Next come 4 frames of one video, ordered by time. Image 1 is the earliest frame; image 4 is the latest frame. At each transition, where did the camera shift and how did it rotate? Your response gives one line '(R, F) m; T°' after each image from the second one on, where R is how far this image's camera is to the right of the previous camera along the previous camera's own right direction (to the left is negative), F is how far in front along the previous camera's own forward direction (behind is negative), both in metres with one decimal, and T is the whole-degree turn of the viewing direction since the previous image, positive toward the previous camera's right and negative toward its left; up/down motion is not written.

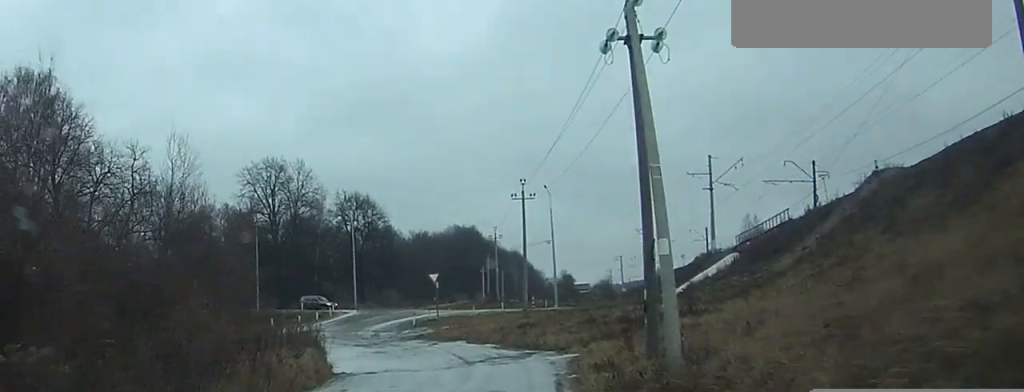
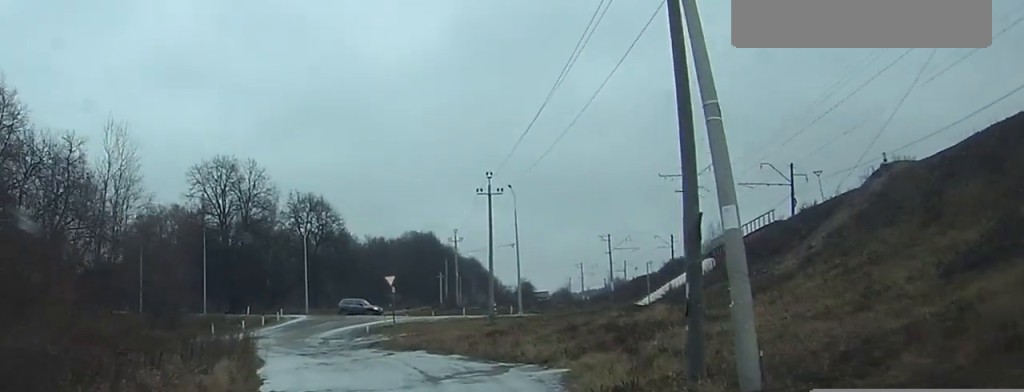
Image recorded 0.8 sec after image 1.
(0.0, +5.2) m; +2°
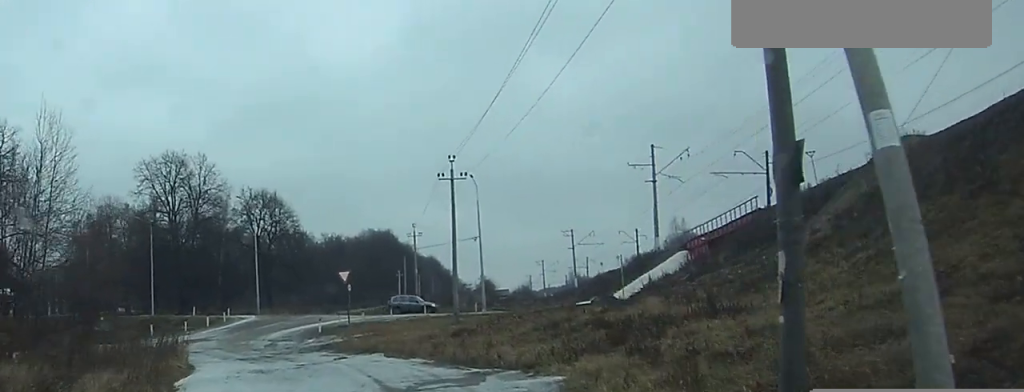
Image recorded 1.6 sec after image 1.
(+0.1, +4.5) m; +2°
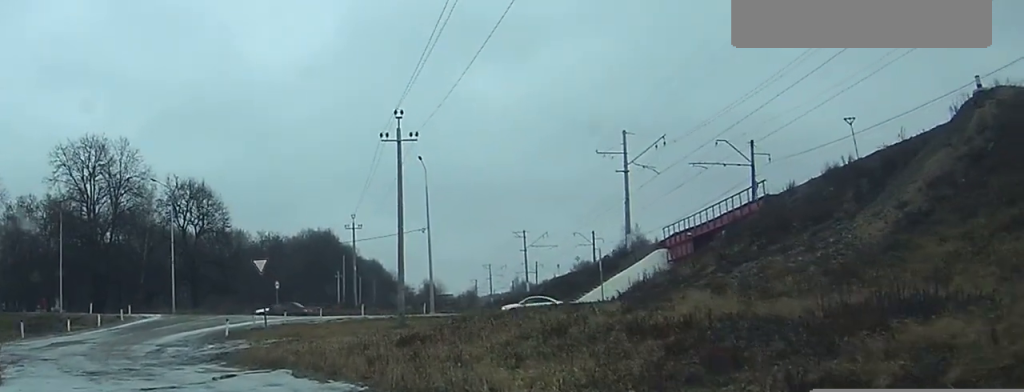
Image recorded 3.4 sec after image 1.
(+0.1, +10.9) m; -1°
